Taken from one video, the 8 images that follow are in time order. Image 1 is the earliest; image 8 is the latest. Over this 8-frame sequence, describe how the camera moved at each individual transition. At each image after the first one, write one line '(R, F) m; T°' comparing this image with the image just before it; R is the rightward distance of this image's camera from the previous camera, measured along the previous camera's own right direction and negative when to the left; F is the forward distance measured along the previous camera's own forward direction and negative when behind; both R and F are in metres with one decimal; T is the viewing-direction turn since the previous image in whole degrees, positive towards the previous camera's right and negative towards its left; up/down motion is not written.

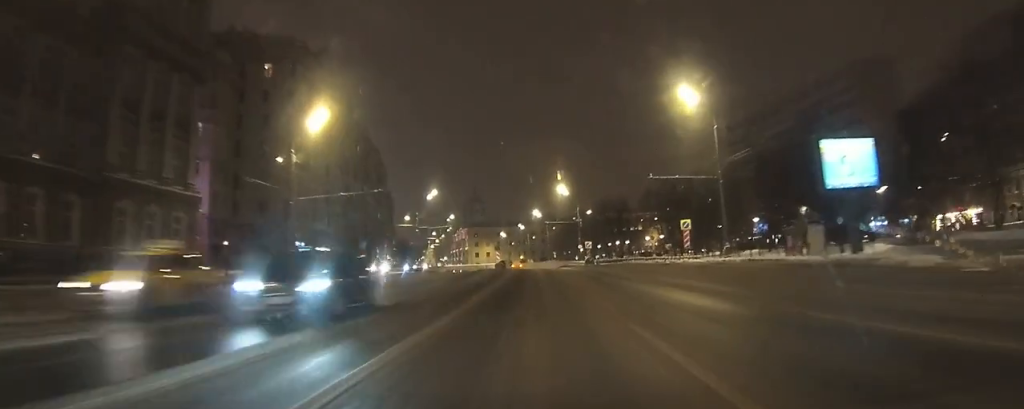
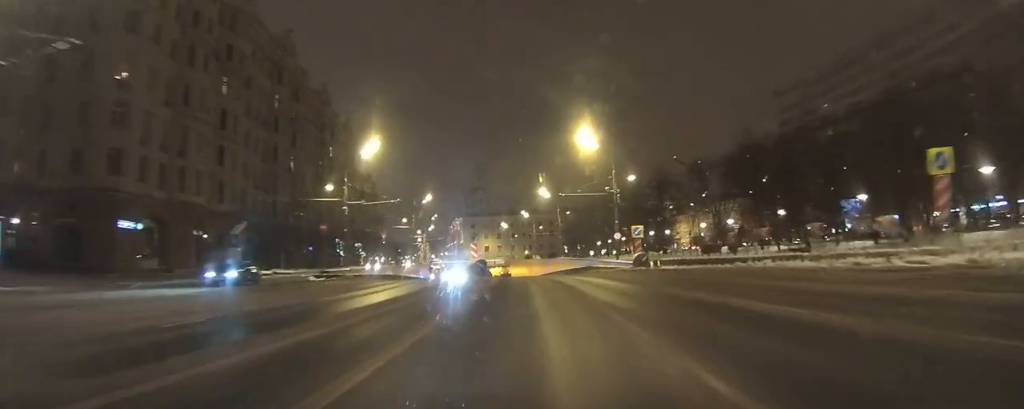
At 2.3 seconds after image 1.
(+0.2, +32.2) m; 0°
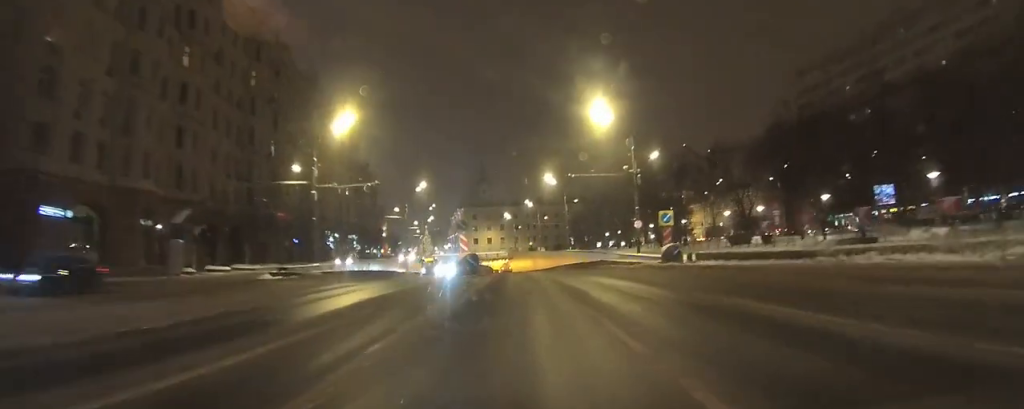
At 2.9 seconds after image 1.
(0.0, +8.7) m; -1°
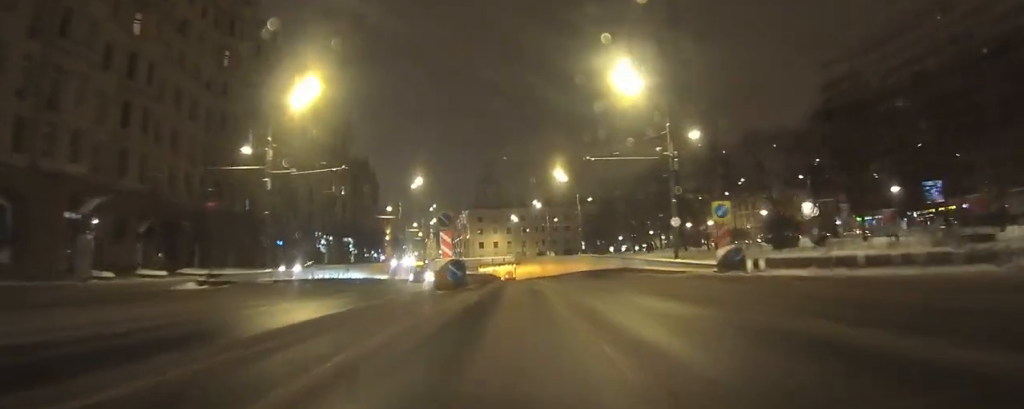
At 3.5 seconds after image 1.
(-0.1, +10.2) m; -1°
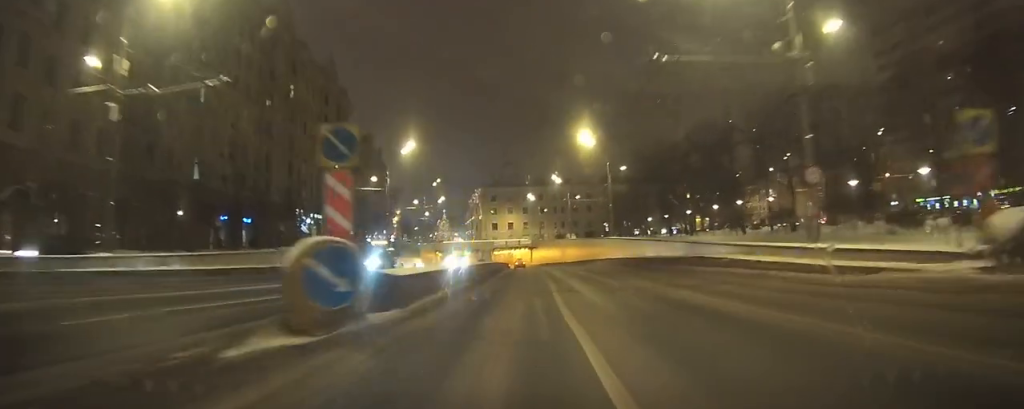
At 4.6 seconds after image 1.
(-0.5, +18.8) m; -2°
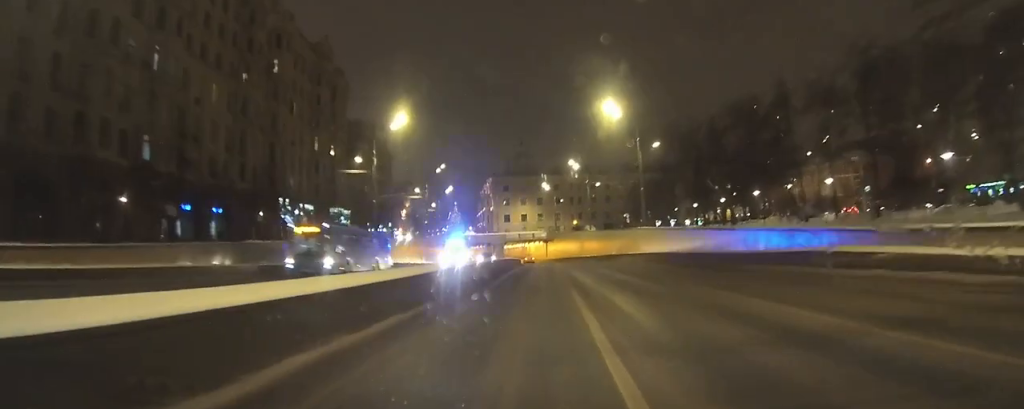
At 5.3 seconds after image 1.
(-0.2, +13.9) m; 0°
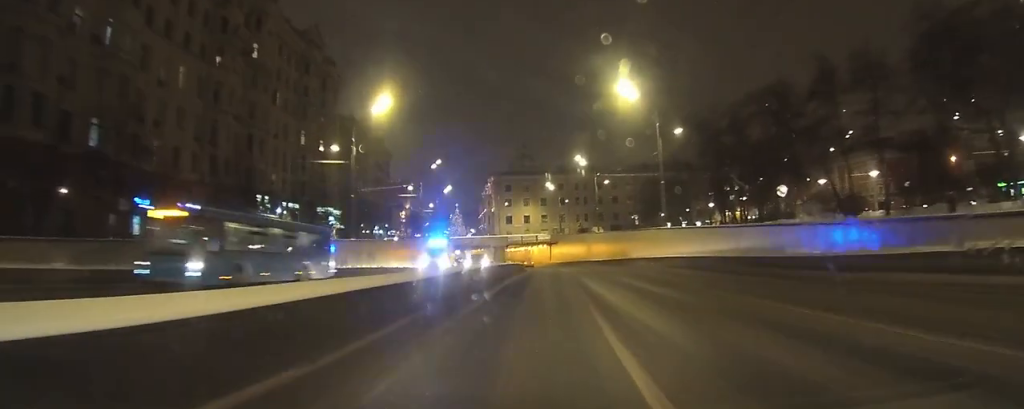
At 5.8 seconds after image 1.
(+0.1, +10.1) m; 0°
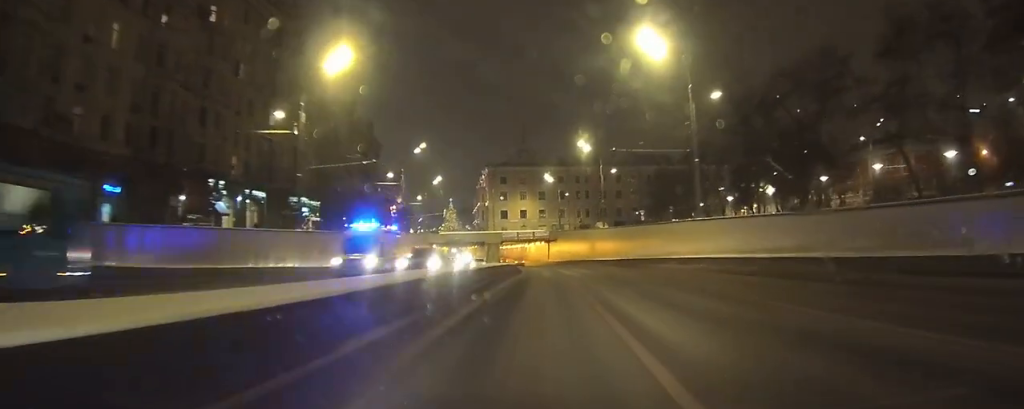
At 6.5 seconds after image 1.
(0.0, +13.5) m; 0°
